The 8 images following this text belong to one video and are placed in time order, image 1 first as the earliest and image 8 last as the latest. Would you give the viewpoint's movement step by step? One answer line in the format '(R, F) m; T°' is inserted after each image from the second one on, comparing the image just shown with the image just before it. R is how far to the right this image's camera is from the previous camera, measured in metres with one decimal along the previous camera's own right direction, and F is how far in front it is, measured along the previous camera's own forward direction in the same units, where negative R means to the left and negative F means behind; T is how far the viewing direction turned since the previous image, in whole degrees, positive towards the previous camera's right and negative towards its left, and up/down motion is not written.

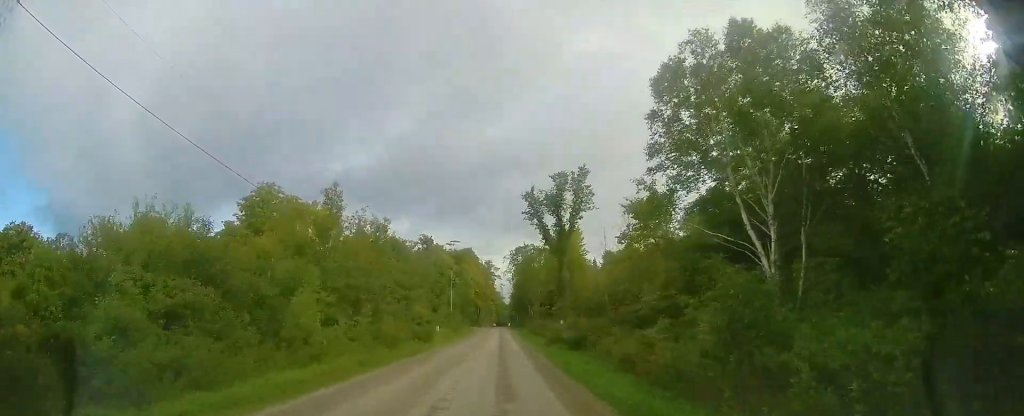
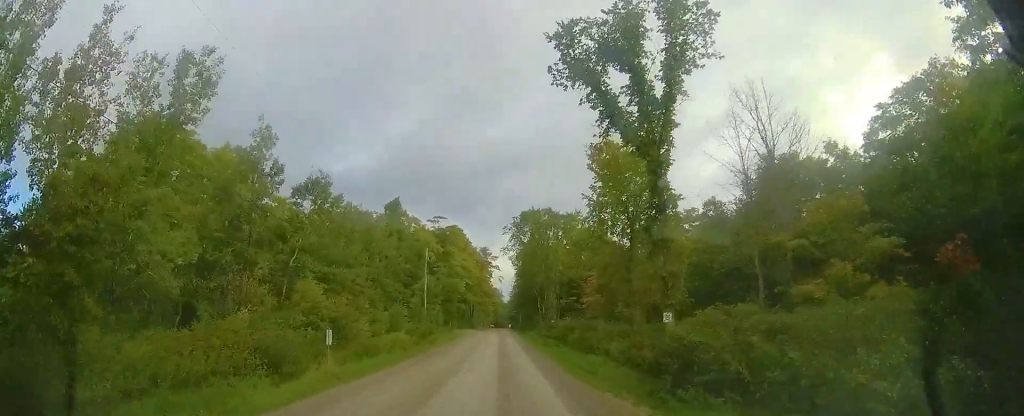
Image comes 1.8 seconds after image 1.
(-0.3, +19.6) m; -1°
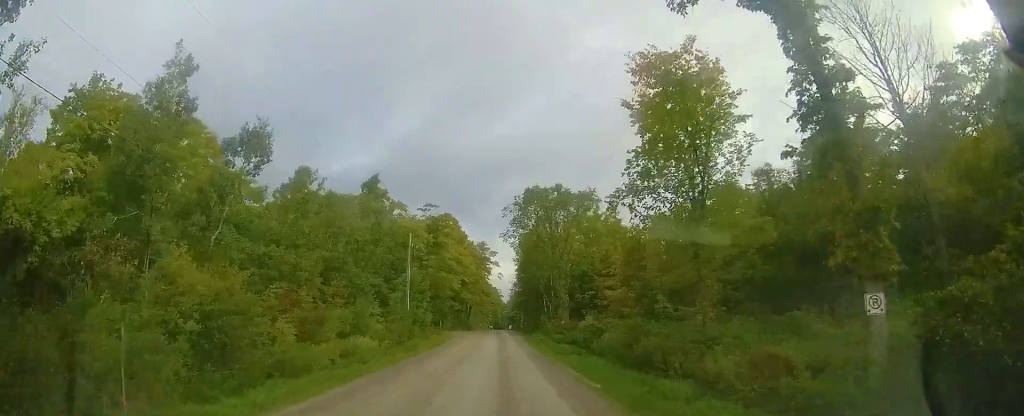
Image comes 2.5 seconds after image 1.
(+0.2, +7.1) m; 0°
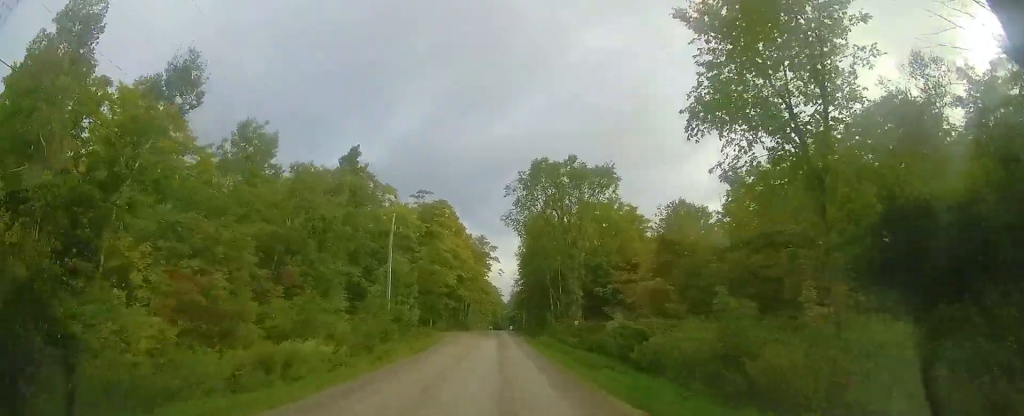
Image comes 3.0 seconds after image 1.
(0.0, +5.8) m; +1°
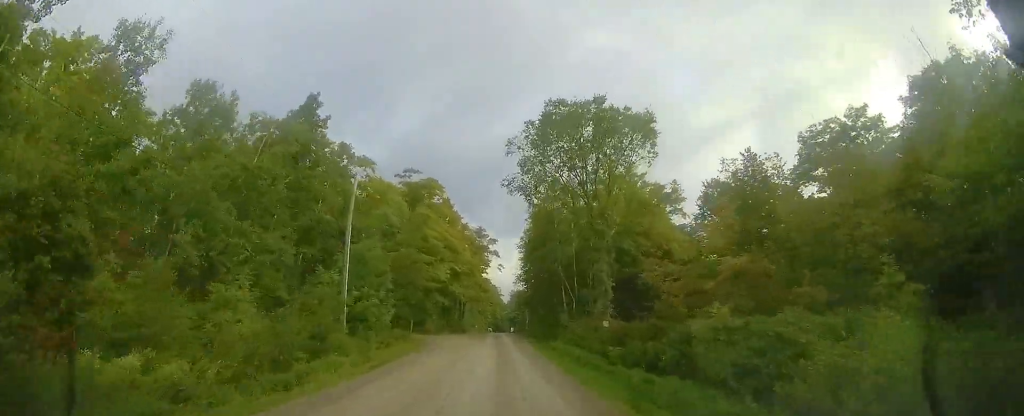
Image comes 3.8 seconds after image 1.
(-0.1, +8.1) m; +1°
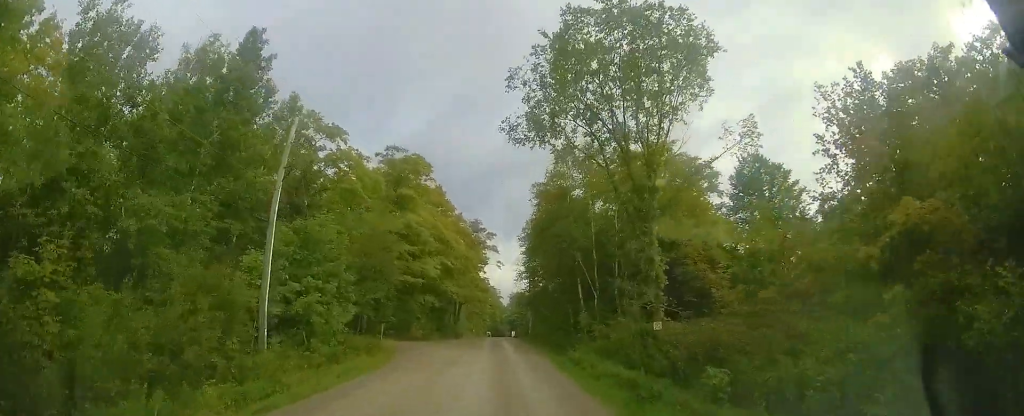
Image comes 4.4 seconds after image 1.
(+0.3, +7.4) m; 0°
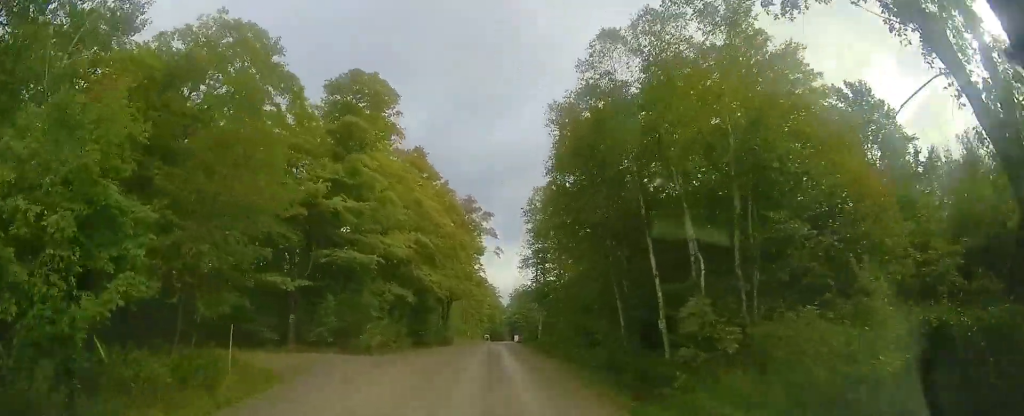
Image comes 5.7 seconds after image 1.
(-0.5, +13.8) m; -1°
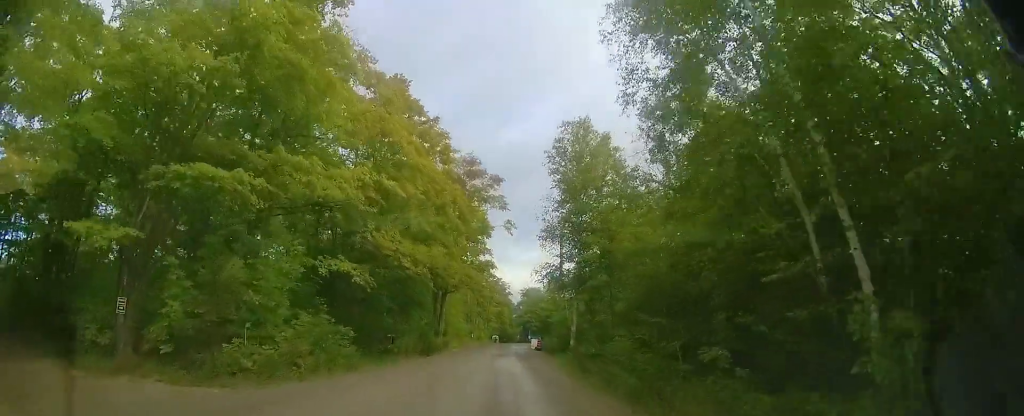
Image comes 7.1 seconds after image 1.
(+0.4, +14.6) m; +1°
